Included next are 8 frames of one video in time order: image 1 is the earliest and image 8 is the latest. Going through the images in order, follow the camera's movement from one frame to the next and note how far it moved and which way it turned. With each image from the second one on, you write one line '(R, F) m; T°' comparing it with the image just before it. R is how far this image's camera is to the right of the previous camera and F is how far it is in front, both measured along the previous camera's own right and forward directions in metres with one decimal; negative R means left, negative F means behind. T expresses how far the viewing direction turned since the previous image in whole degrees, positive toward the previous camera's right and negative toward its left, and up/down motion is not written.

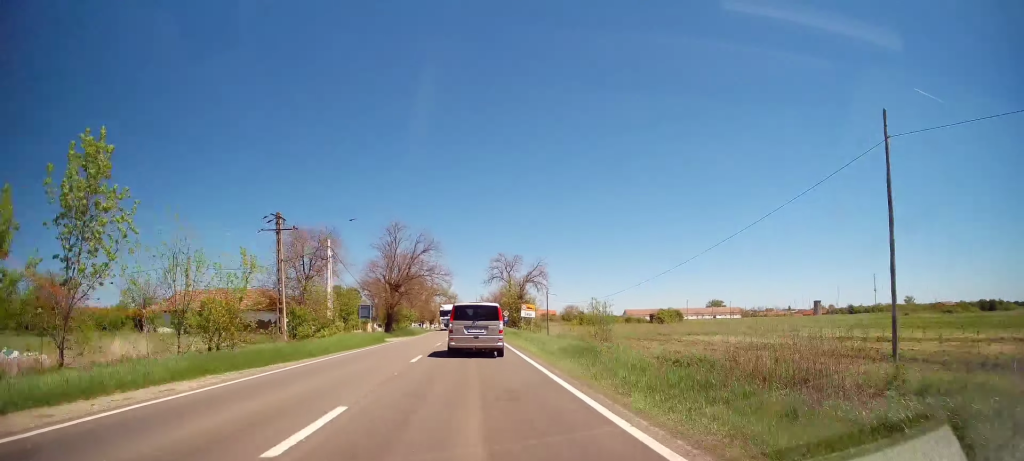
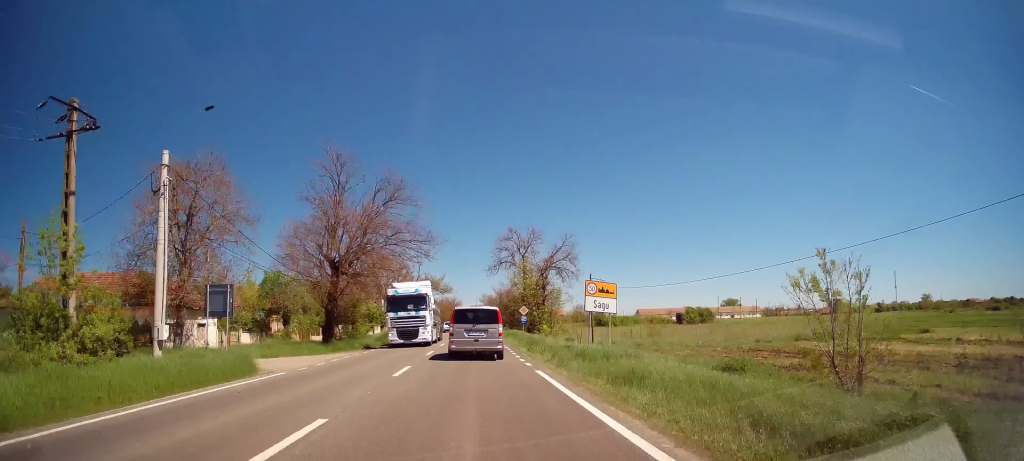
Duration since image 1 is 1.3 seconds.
(0.0, +23.8) m; 0°
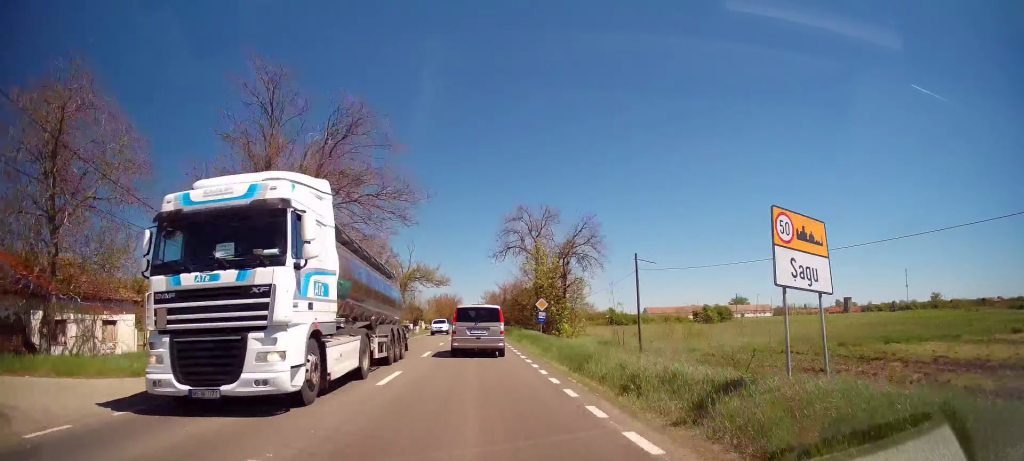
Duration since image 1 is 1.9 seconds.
(0.0, +11.4) m; 0°
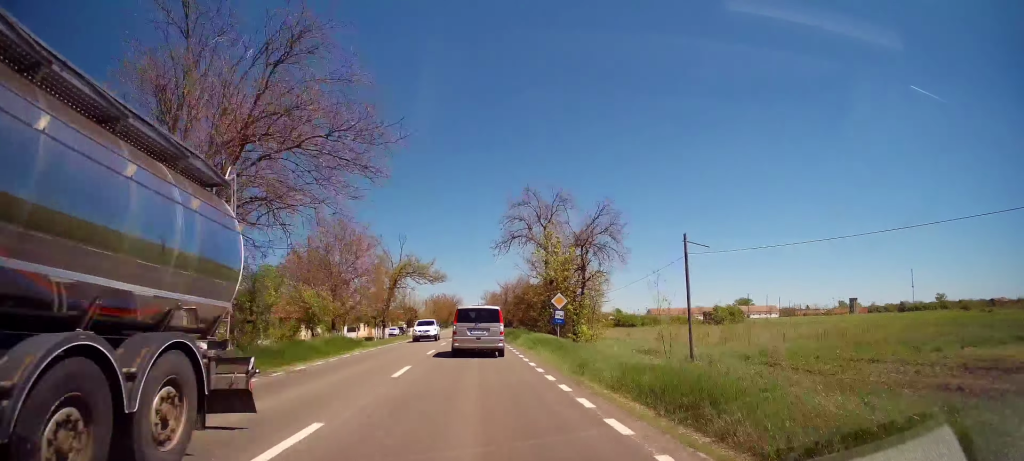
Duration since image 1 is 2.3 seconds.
(0.0, +7.2) m; 0°
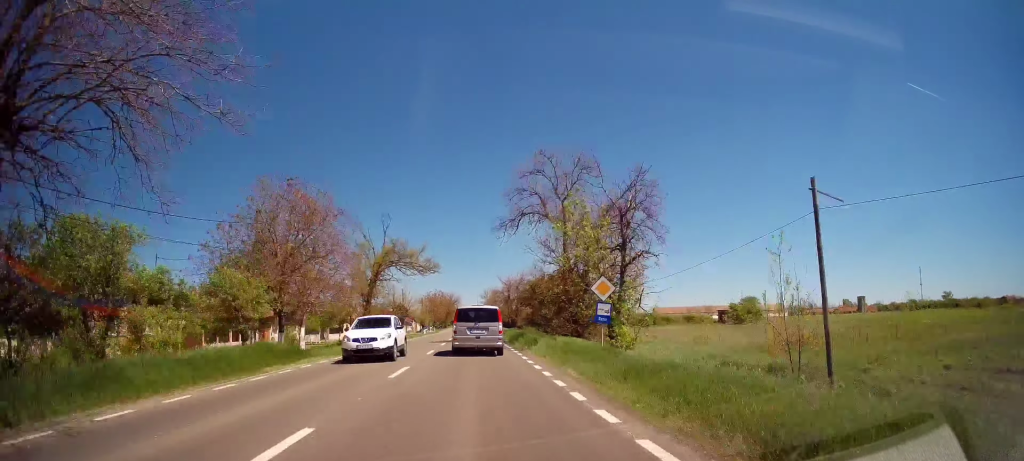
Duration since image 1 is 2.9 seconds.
(0.0, +9.4) m; 0°
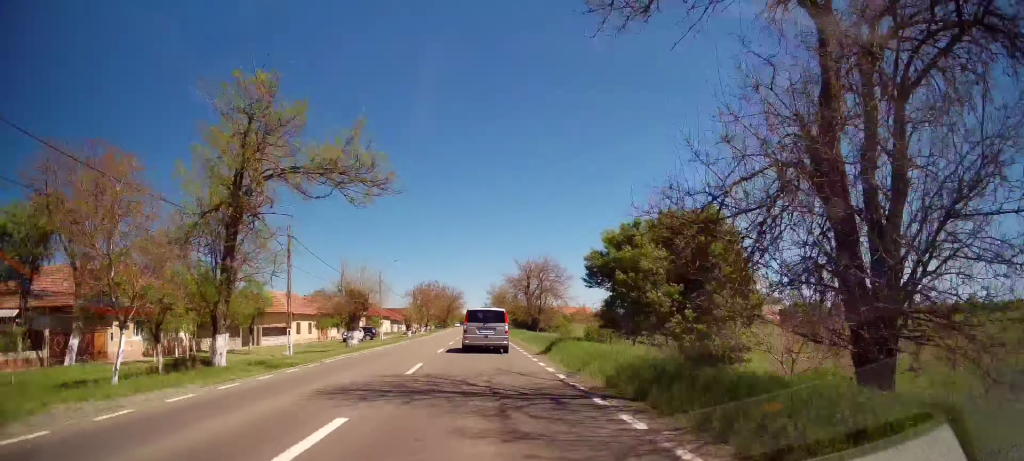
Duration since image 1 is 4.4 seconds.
(0.0, +26.6) m; 0°
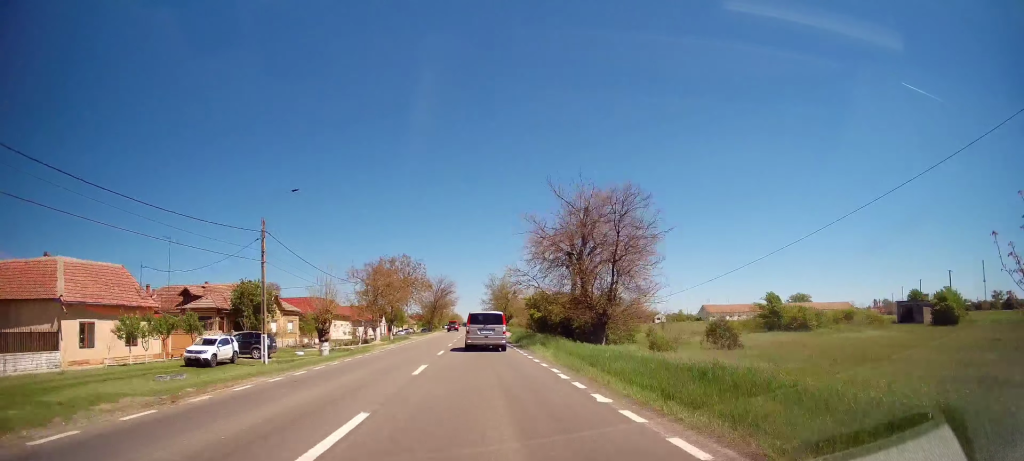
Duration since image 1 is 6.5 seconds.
(-0.6, +35.4) m; 0°
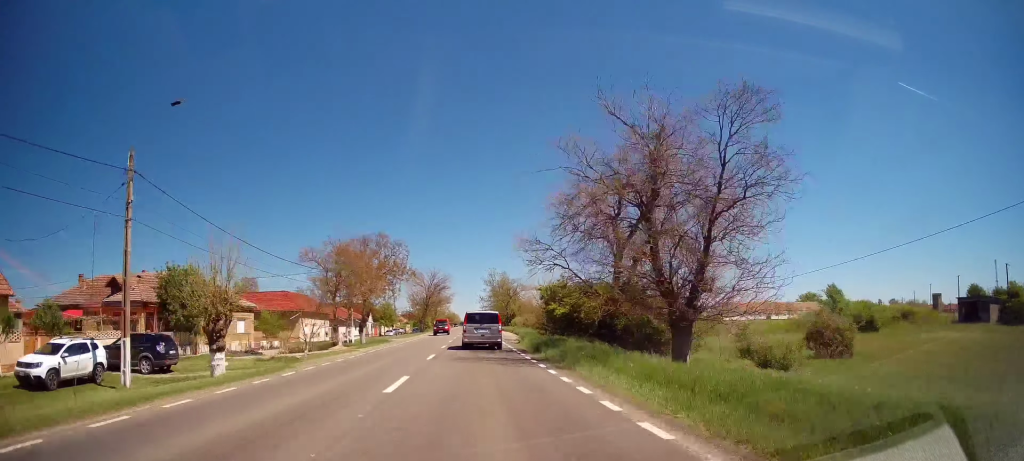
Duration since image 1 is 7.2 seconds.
(+0.4, +12.6) m; +1°
